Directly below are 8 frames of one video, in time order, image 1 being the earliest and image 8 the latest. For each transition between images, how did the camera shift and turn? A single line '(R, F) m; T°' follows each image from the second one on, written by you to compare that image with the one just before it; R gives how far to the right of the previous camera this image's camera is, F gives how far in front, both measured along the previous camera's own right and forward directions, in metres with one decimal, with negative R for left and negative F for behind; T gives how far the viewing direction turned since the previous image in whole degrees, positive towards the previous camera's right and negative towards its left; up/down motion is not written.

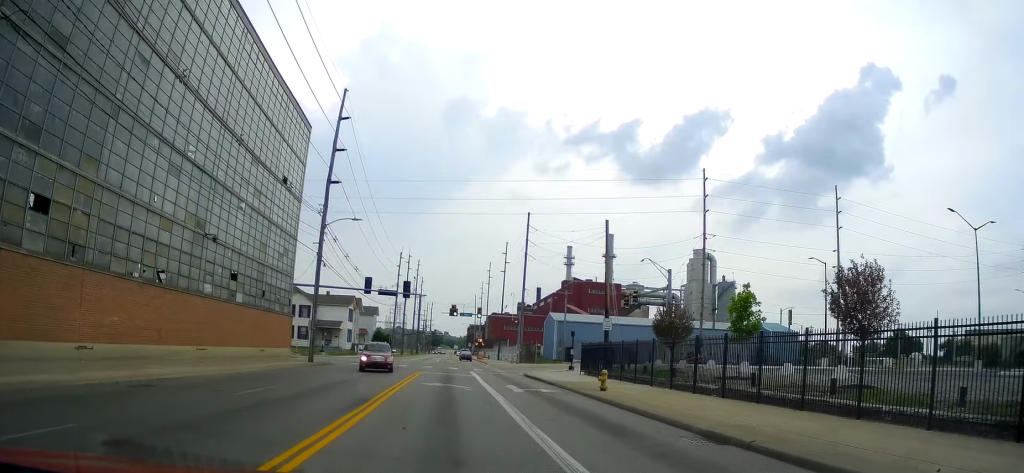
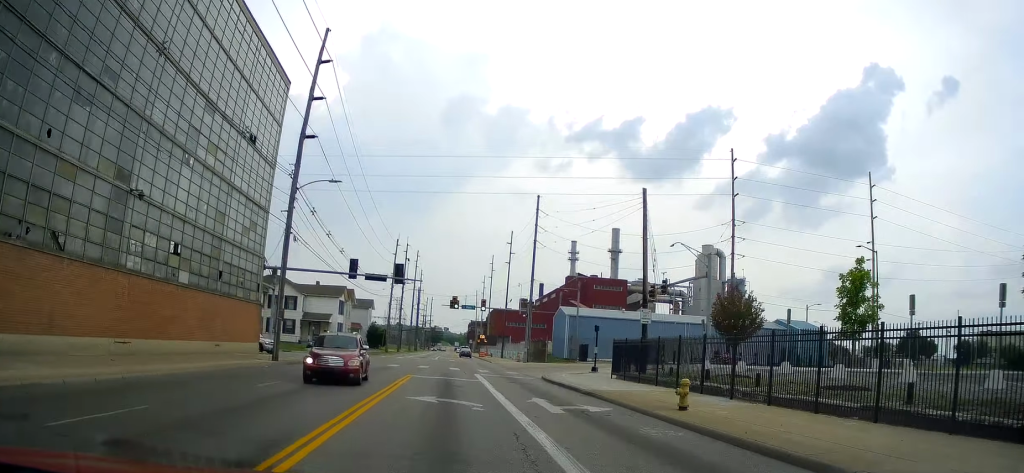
(-0.1, +8.3) m; 0°
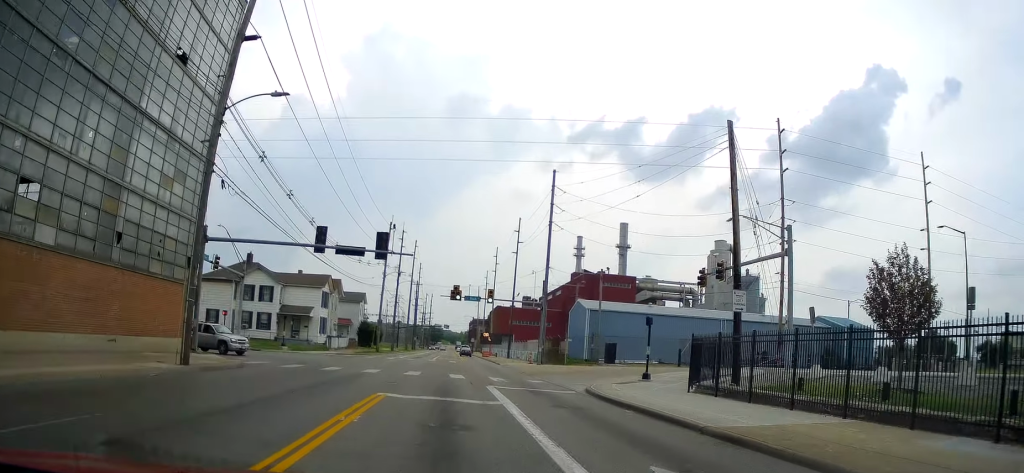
(+0.1, +11.7) m; +1°
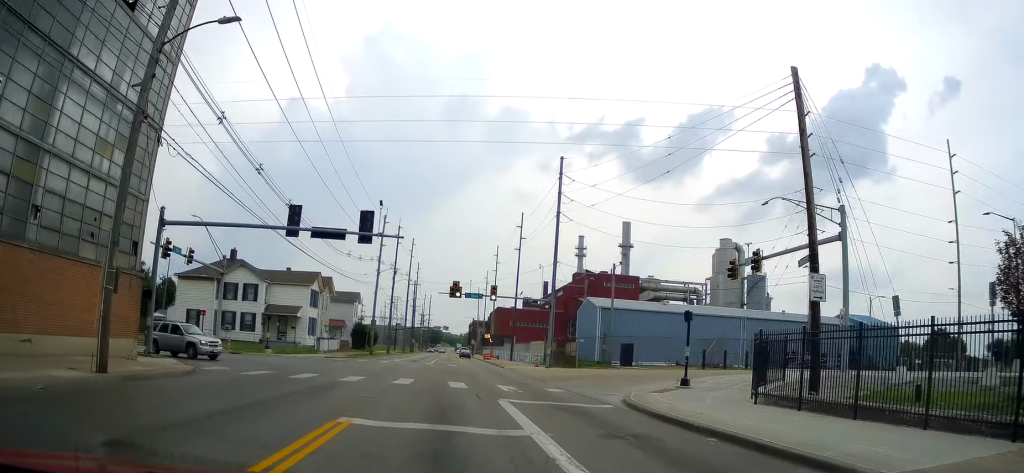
(0.0, +5.8) m; 0°
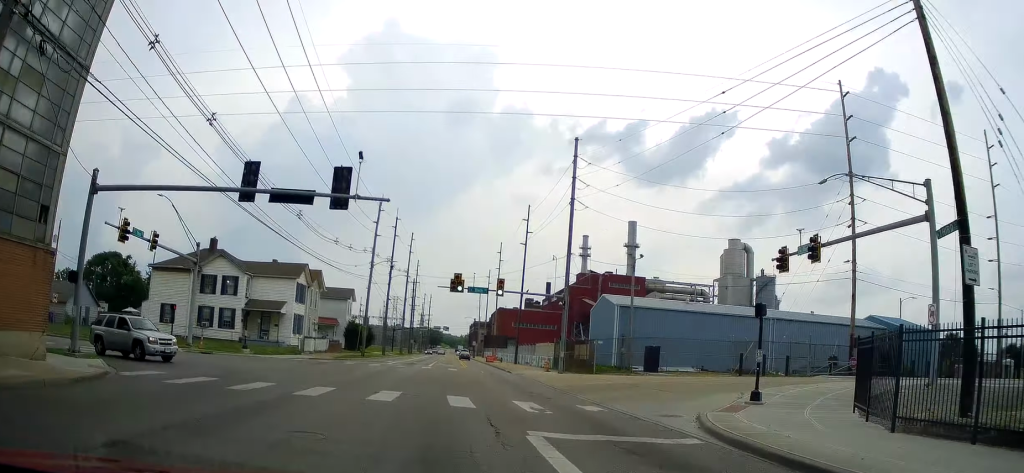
(0.0, +7.2) m; -1°
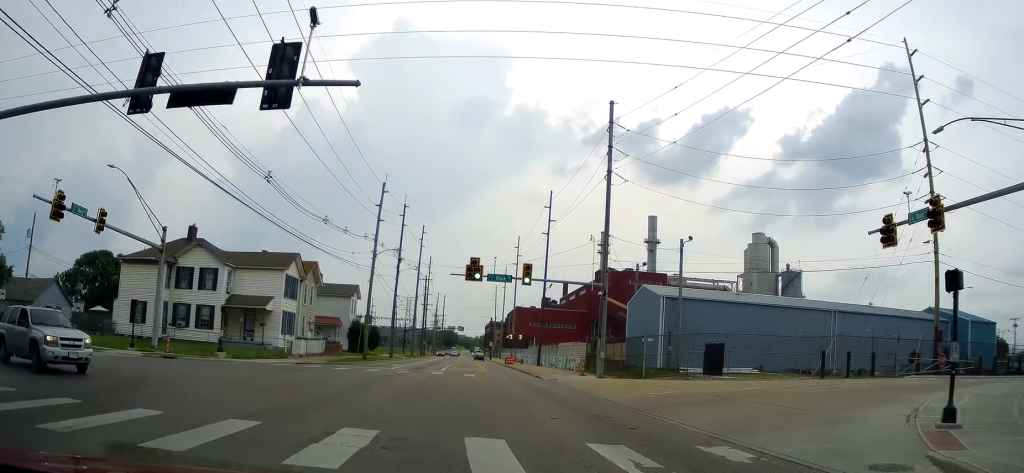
(-0.1, +10.2) m; -1°
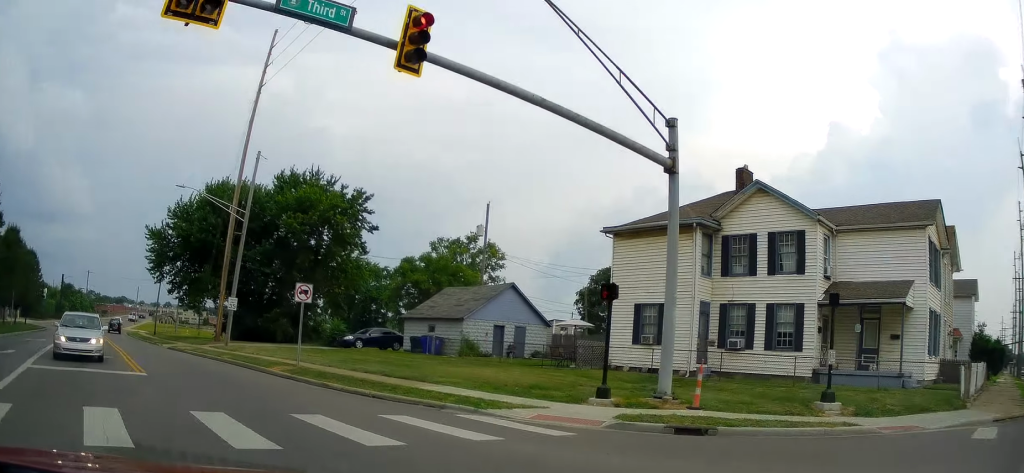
(-2.1, +32.5) m; -15°
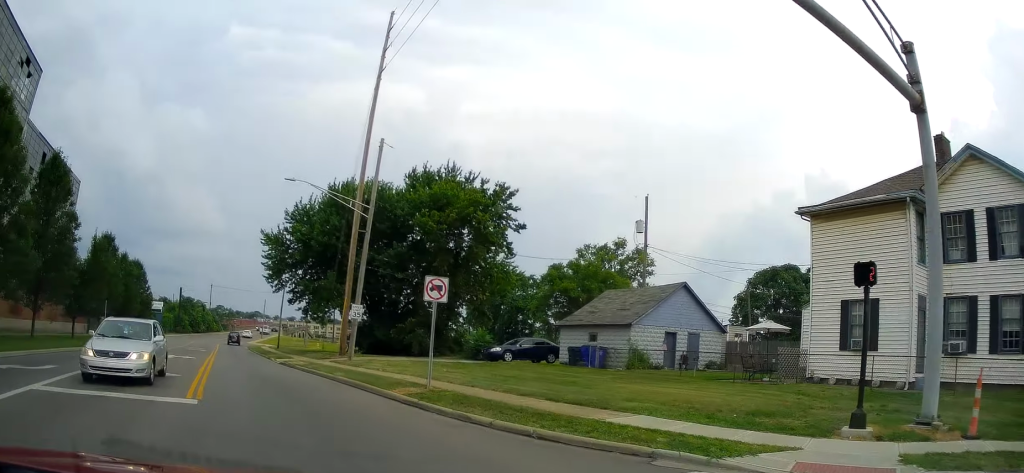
(-0.6, +6.2) m; -11°
